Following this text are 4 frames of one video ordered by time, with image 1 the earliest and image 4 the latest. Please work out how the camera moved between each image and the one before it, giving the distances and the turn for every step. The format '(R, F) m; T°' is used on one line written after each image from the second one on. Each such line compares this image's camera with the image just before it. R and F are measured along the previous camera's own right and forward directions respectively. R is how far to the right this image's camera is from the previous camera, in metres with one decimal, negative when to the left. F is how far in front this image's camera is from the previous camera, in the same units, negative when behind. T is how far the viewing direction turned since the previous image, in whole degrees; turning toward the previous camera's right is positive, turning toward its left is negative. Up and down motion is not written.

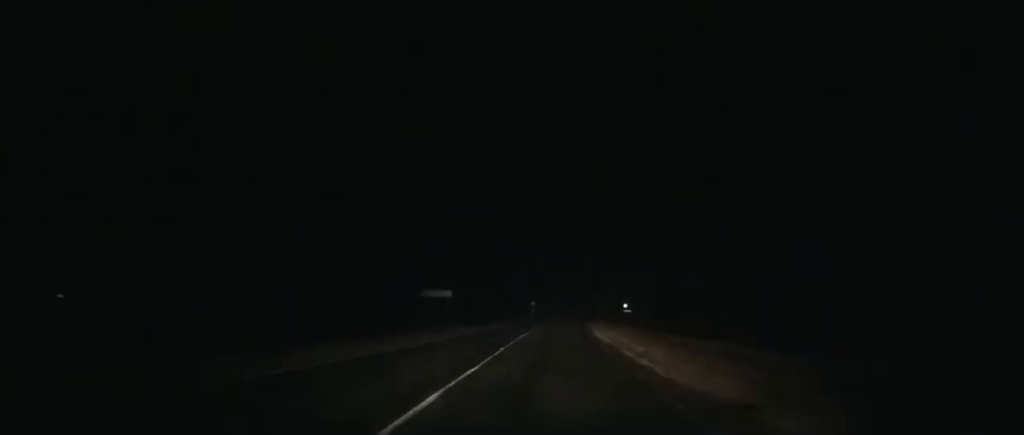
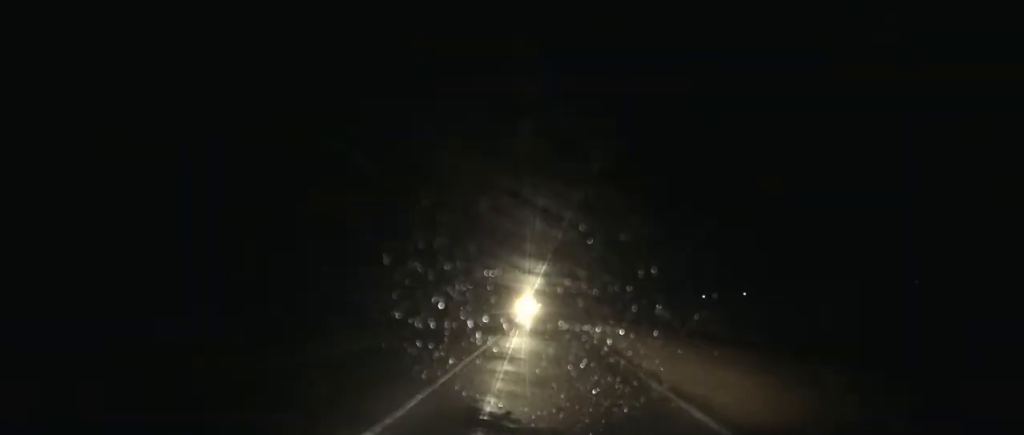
(+27.0, +280.7) m; +8°
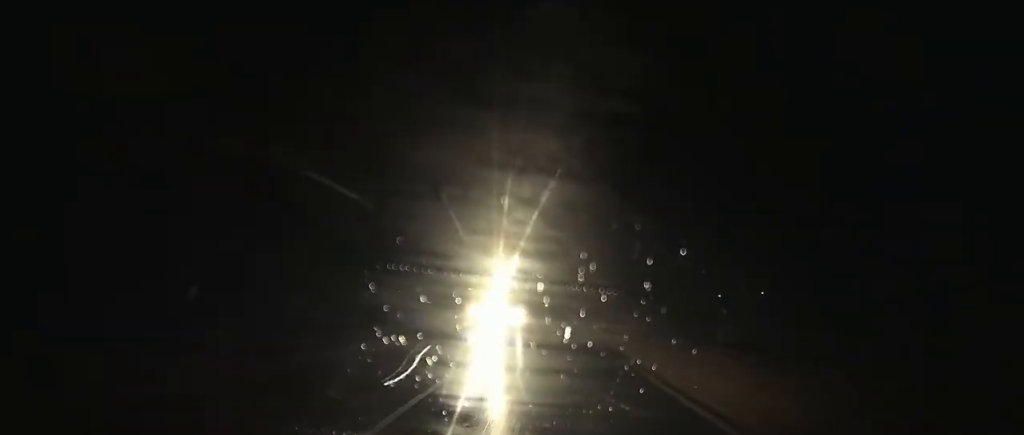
(+0.1, +66.0) m; 0°
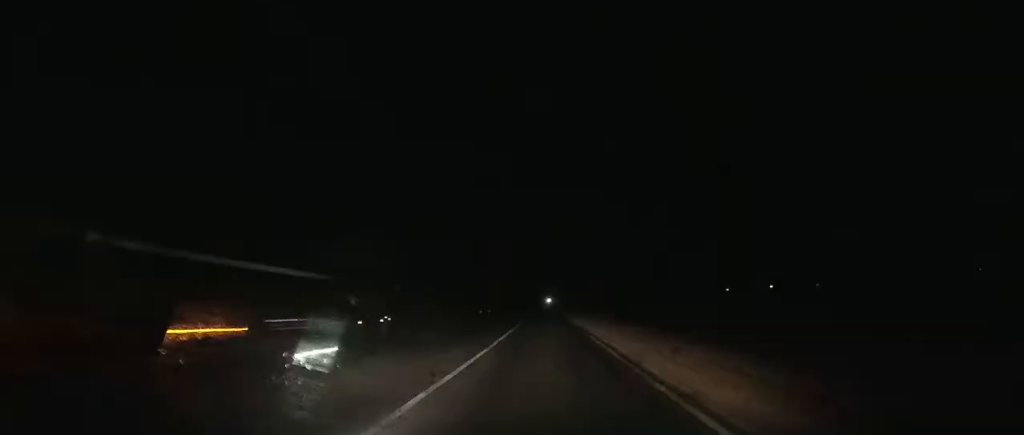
(+0.1, +37.1) m; 0°
